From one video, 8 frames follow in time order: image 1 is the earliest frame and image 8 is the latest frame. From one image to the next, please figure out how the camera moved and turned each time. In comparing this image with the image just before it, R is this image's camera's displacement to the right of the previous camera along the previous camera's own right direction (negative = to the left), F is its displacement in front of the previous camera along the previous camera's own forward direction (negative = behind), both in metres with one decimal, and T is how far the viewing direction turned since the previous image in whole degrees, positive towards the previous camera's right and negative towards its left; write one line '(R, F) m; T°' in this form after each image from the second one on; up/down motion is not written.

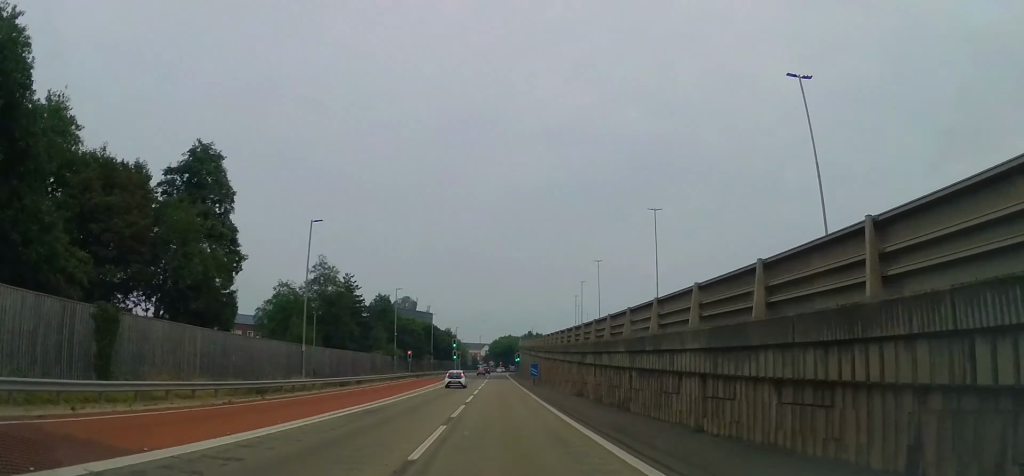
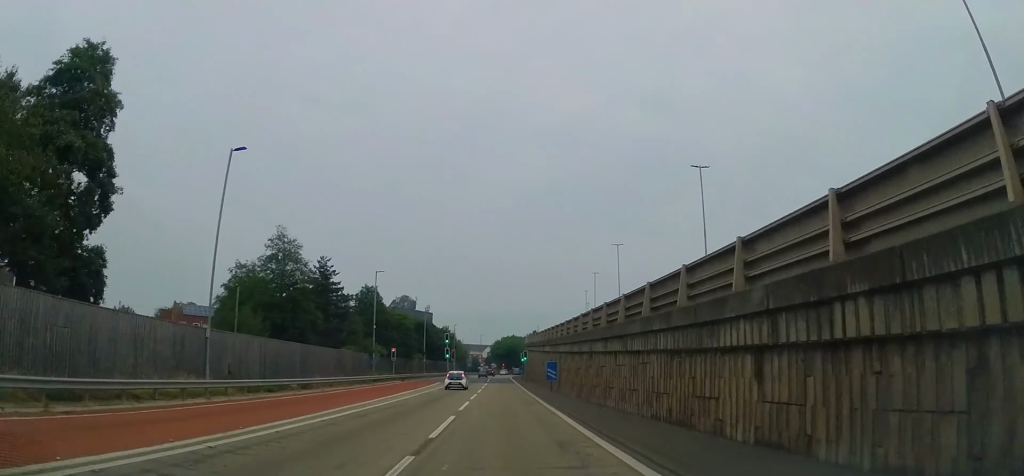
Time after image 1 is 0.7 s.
(-0.2, +14.2) m; +2°
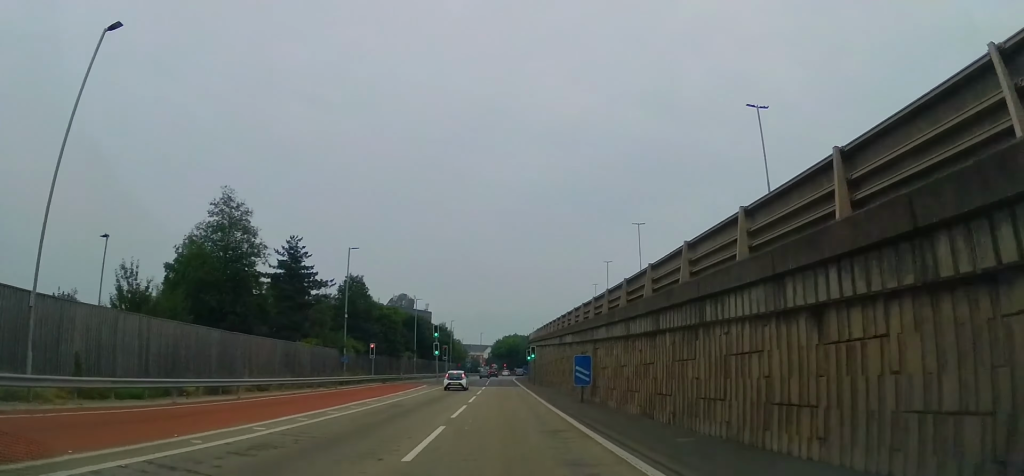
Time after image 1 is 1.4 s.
(+0.6, +12.2) m; +1°
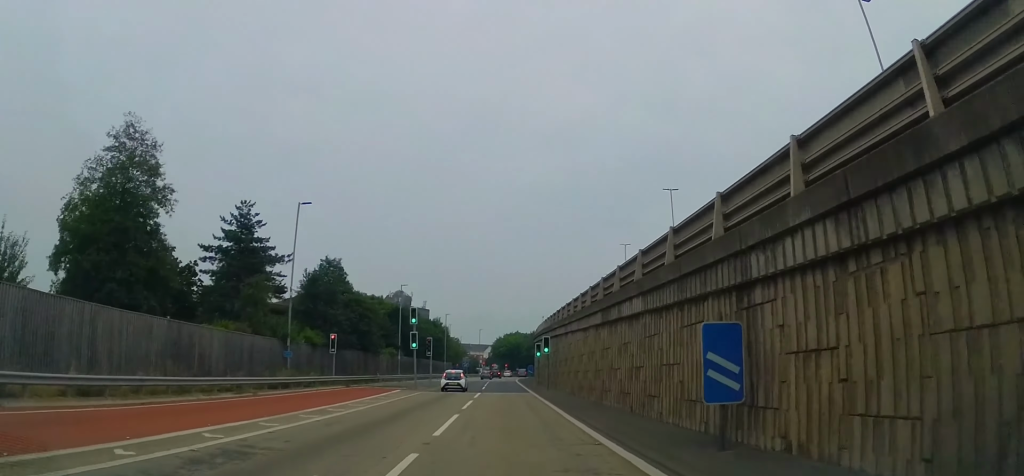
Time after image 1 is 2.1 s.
(+0.4, +14.0) m; 0°
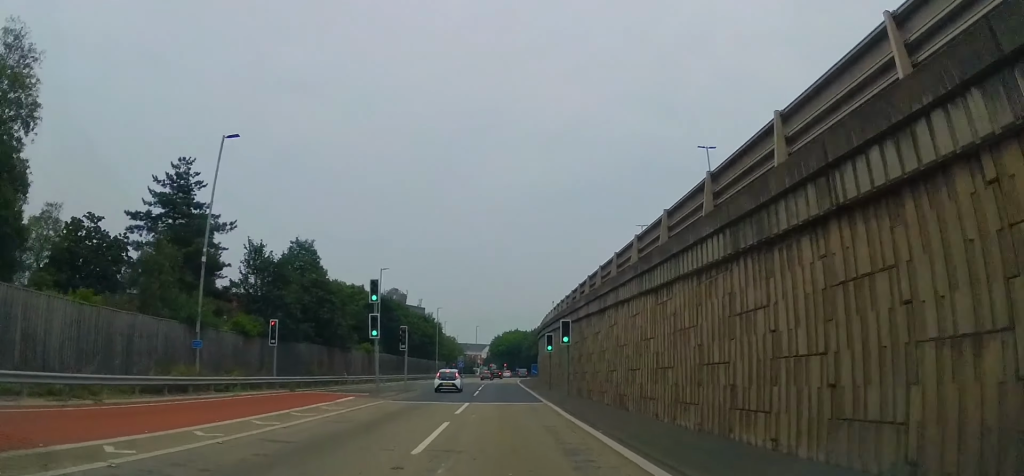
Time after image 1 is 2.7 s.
(-0.4, +11.9) m; -2°
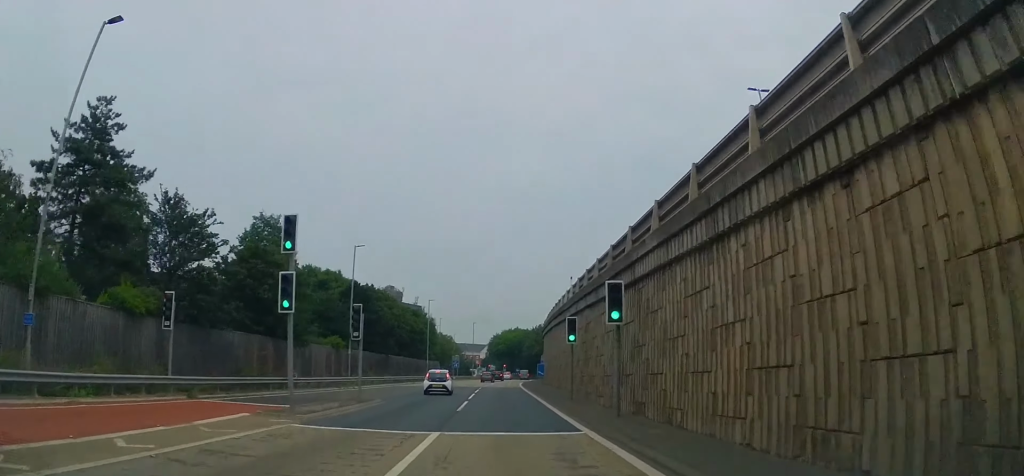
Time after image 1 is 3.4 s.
(-0.2, +12.0) m; 0°
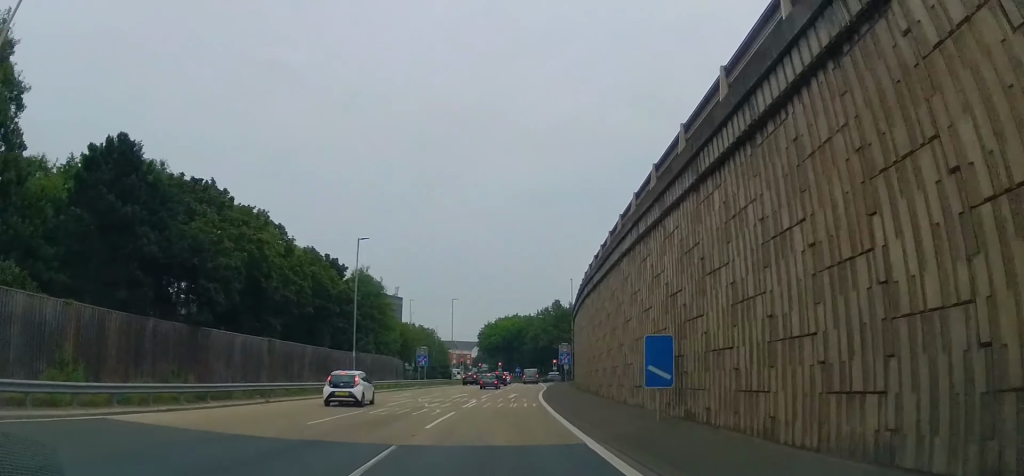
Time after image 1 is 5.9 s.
(-1.2, +40.6) m; -5°
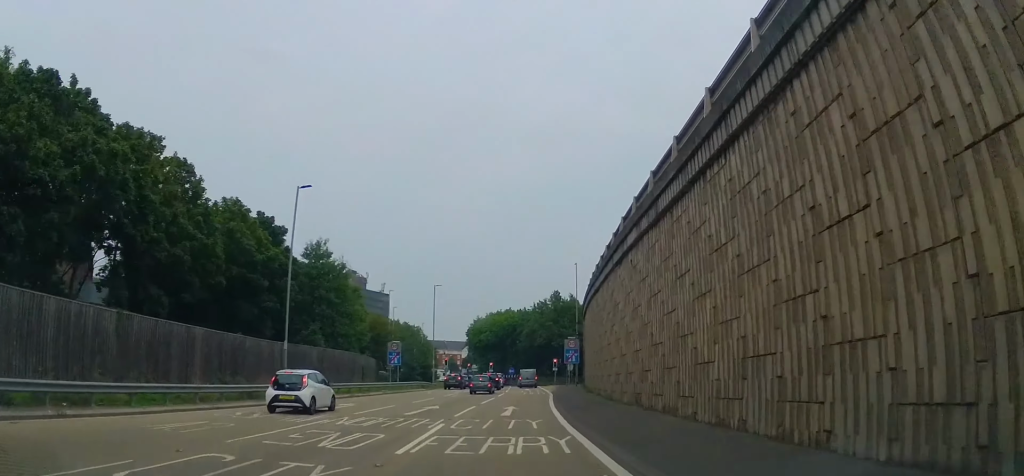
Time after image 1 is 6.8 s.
(0.0, +13.1) m; +1°
